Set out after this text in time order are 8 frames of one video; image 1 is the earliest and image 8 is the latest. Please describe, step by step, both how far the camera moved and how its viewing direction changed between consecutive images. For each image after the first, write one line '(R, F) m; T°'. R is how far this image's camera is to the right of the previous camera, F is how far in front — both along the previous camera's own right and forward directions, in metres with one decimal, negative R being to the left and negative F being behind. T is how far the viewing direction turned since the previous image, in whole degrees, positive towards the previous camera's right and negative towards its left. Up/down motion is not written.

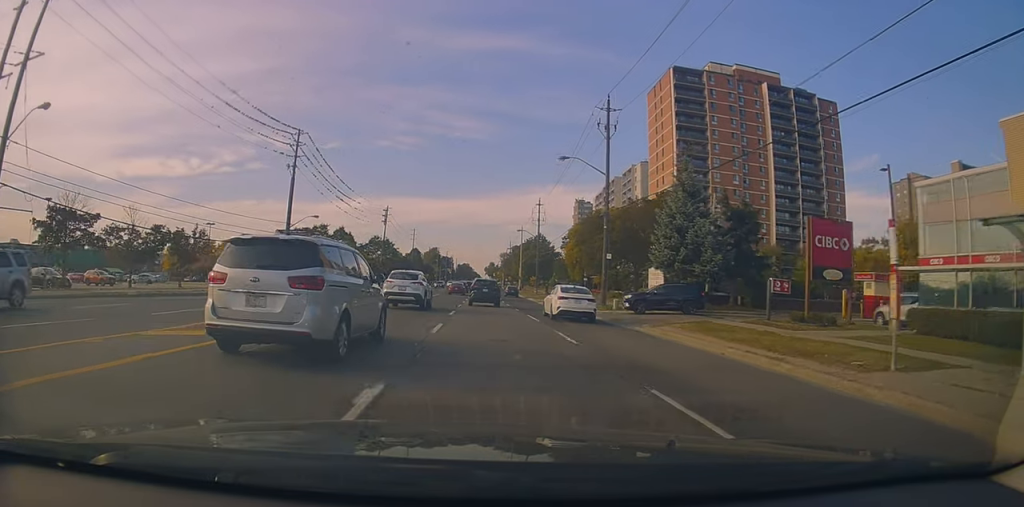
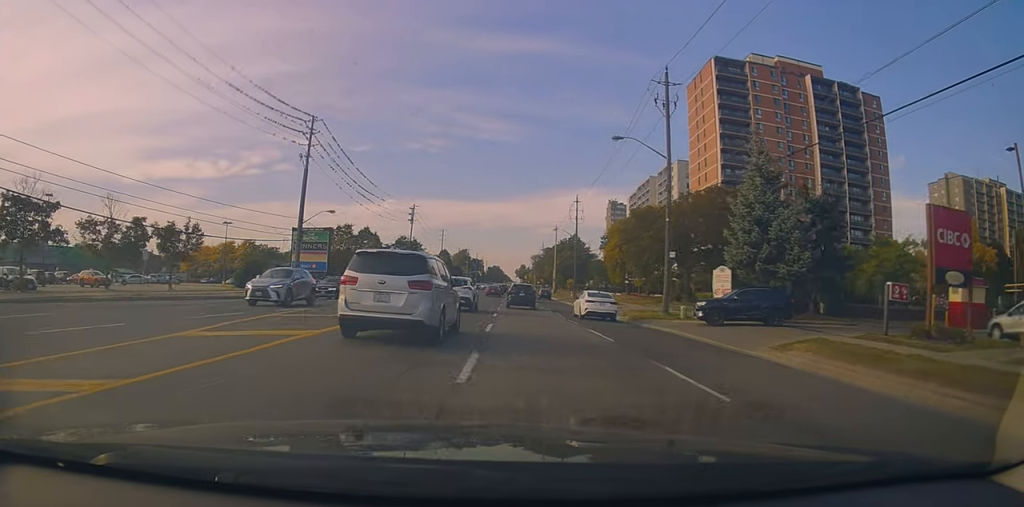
(0.0, +6.5) m; 0°
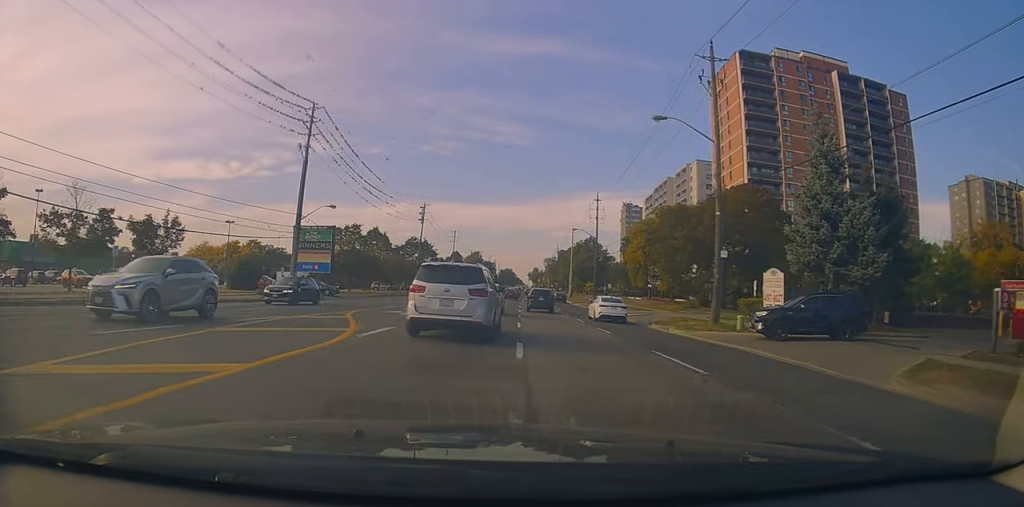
(0.0, +4.8) m; 0°
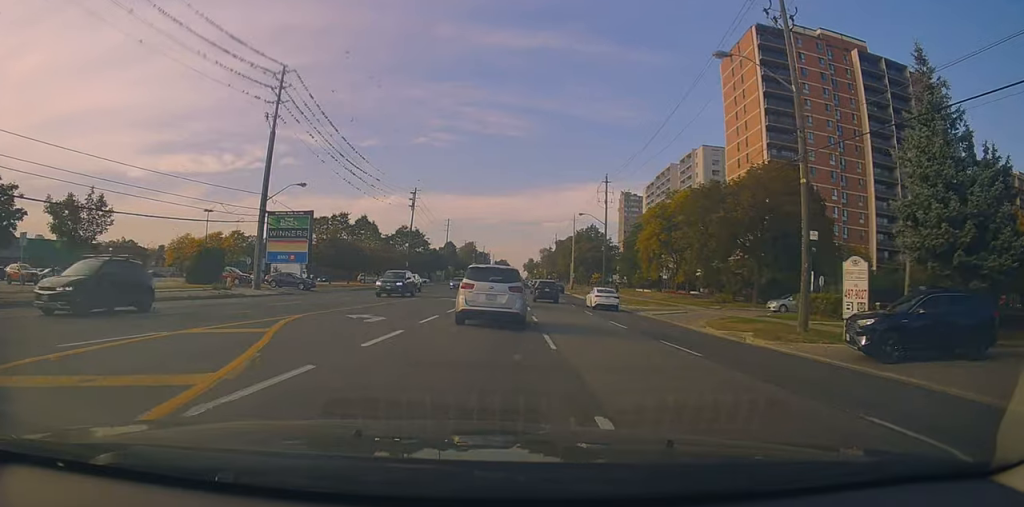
(0.0, +7.6) m; -1°
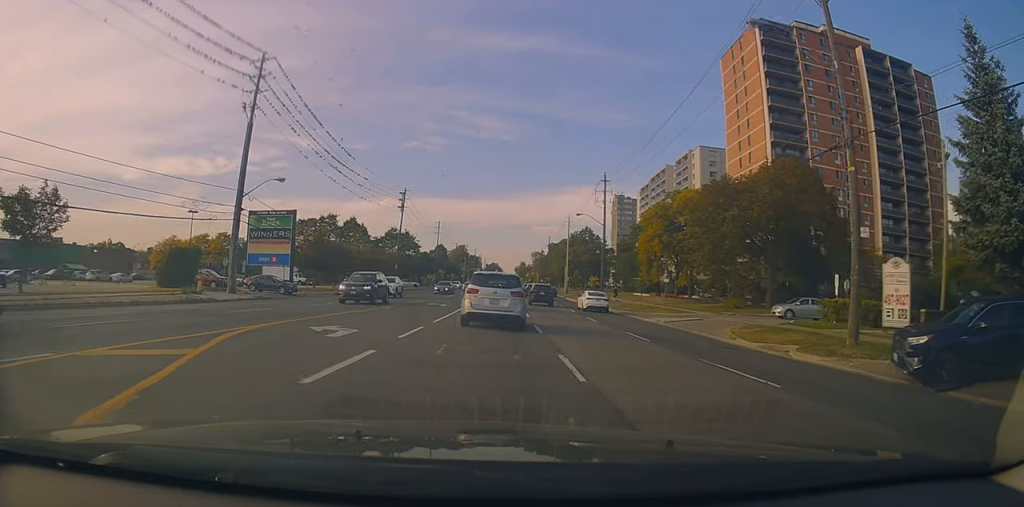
(0.0, +3.3) m; -1°
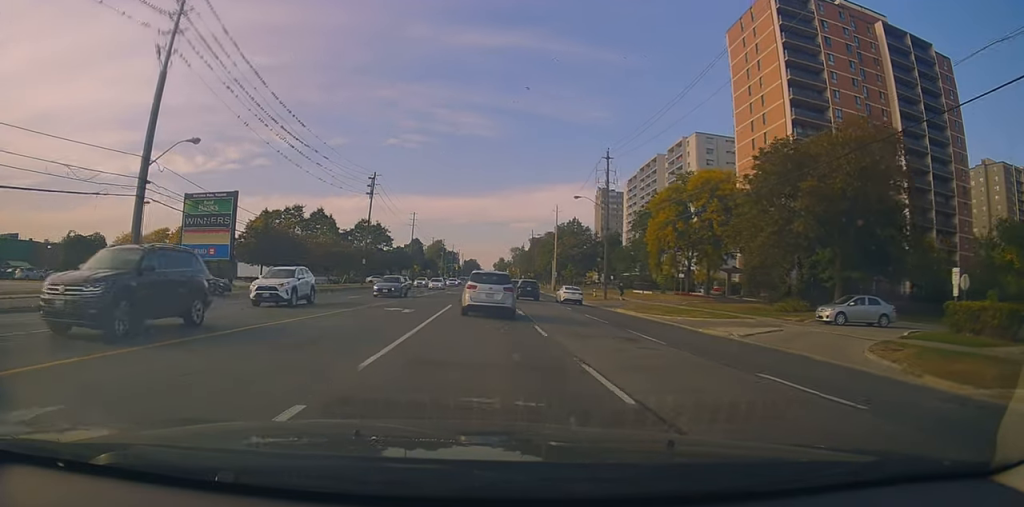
(-0.3, +9.9) m; -1°
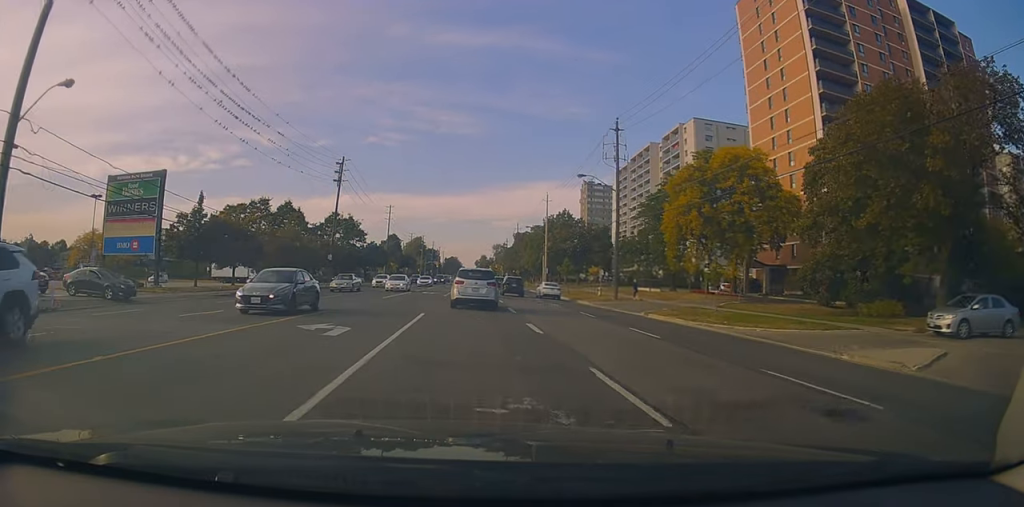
(+0.2, +9.2) m; +3°
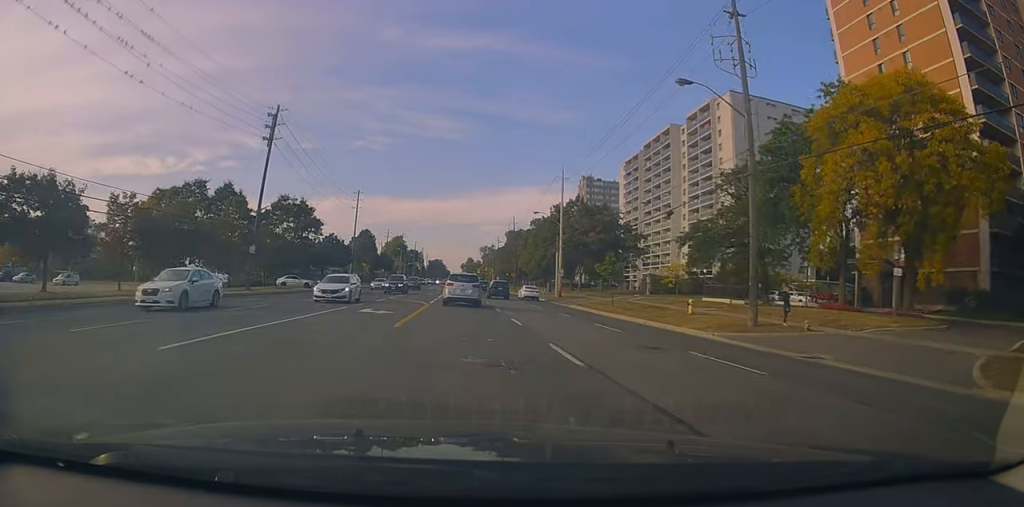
(+0.8, +22.5) m; +1°
